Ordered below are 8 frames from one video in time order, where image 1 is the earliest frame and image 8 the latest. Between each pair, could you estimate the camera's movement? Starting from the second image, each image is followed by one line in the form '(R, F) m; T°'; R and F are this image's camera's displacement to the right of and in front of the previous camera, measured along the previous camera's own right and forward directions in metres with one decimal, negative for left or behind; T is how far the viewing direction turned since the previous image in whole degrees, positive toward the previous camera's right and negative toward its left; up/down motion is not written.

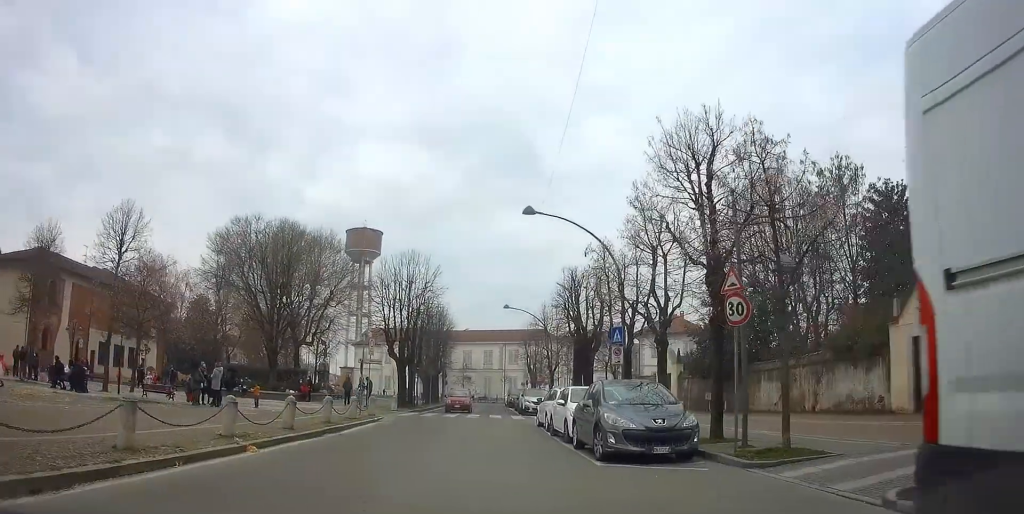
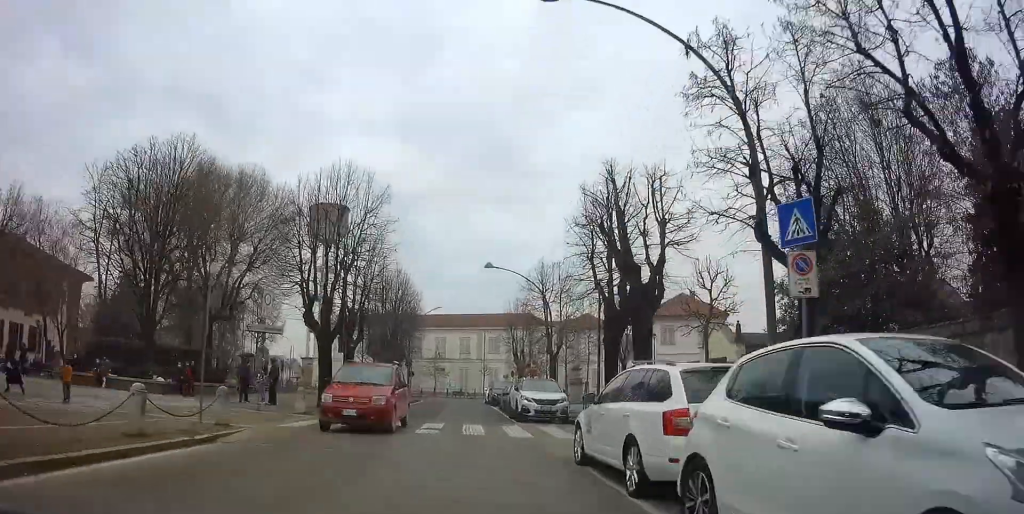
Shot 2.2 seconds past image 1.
(-0.1, +13.6) m; -2°
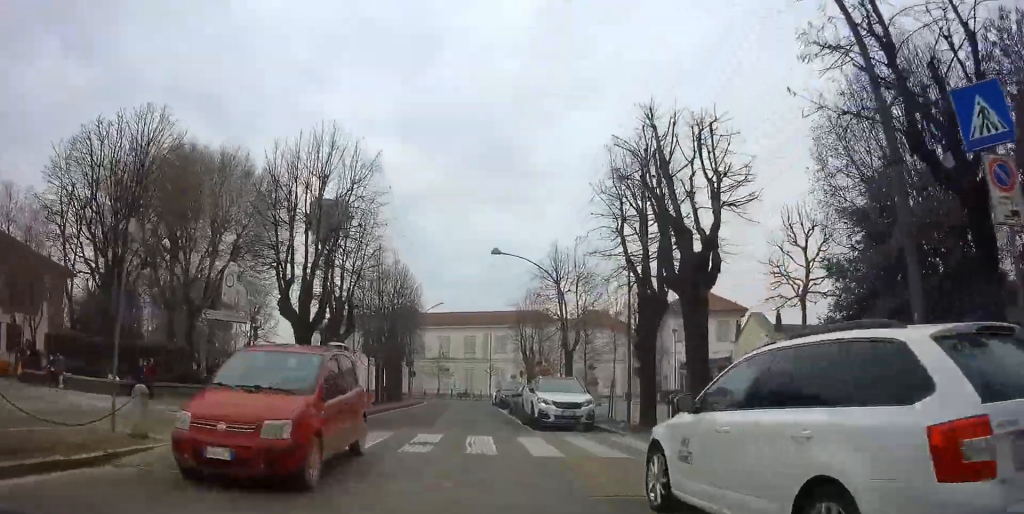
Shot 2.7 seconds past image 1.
(0.0, +3.8) m; 0°
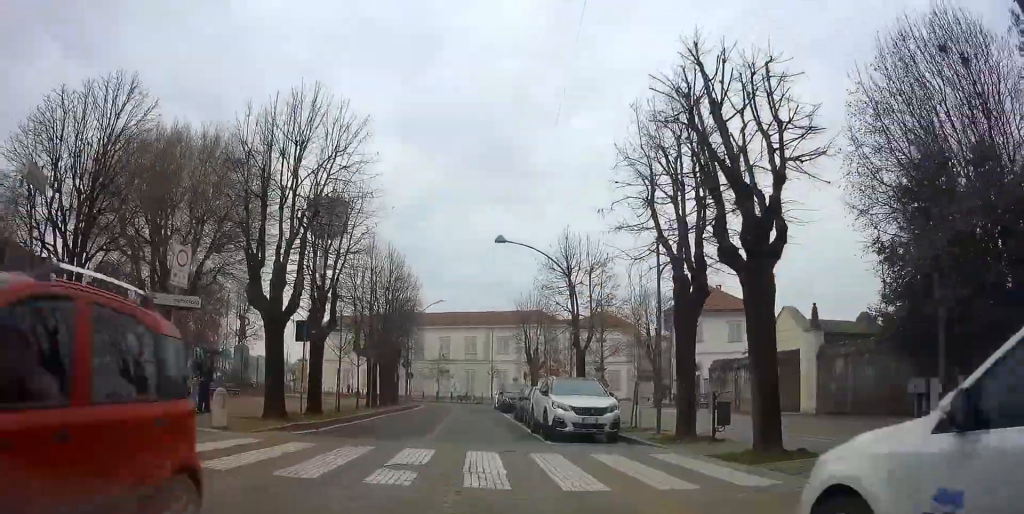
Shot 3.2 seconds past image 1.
(0.0, +3.1) m; 0°
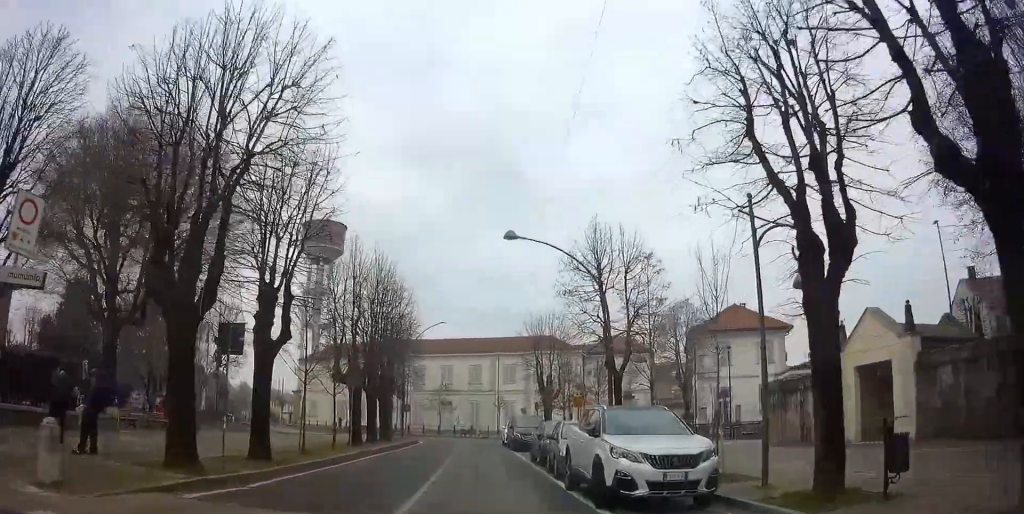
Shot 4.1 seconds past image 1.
(0.0, +6.1) m; 0°
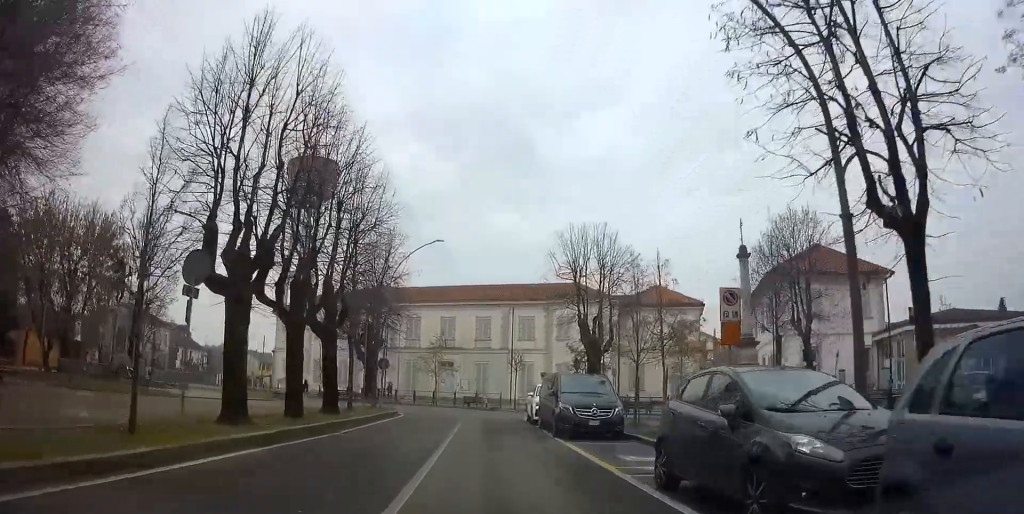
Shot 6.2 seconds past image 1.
(+0.1, +13.7) m; 0°
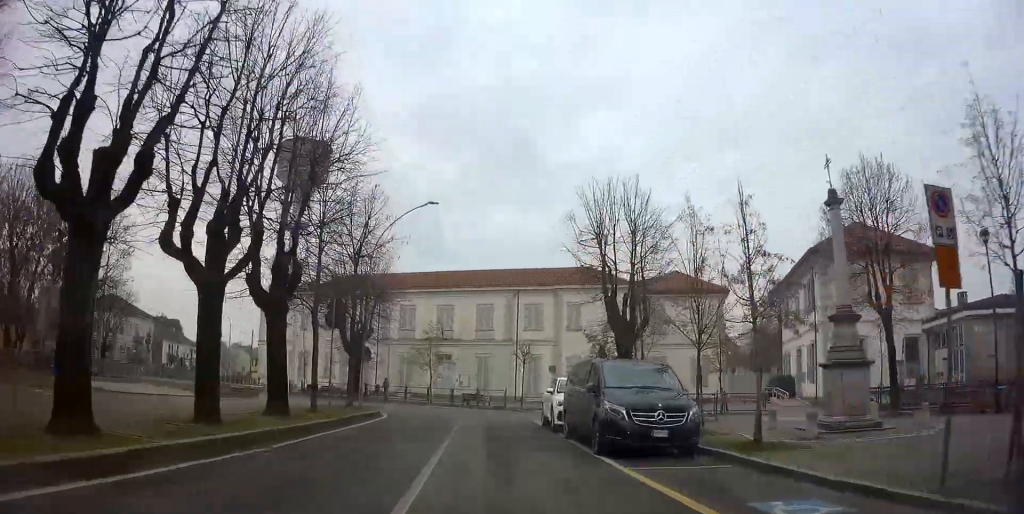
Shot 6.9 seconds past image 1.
(-0.1, +5.2) m; -1°
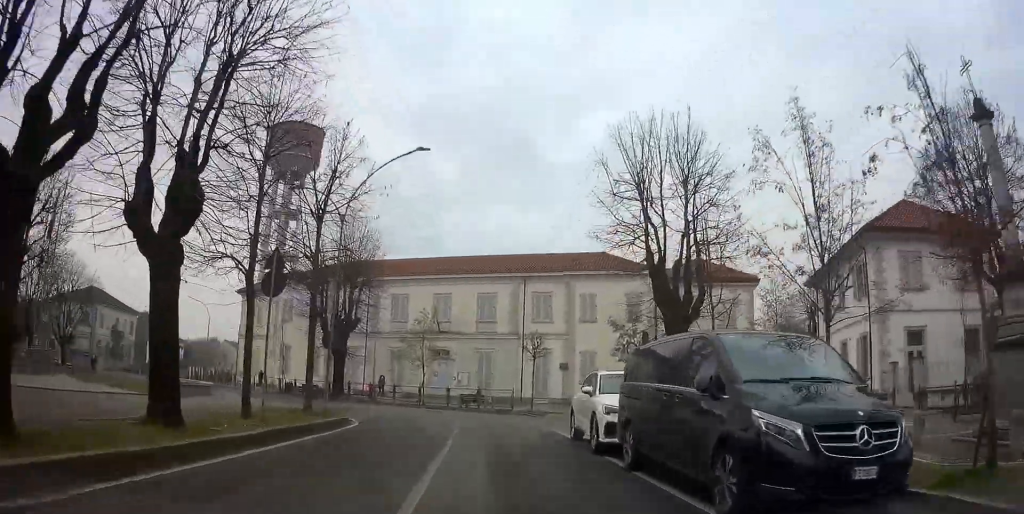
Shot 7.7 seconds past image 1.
(0.0, +5.8) m; 0°
